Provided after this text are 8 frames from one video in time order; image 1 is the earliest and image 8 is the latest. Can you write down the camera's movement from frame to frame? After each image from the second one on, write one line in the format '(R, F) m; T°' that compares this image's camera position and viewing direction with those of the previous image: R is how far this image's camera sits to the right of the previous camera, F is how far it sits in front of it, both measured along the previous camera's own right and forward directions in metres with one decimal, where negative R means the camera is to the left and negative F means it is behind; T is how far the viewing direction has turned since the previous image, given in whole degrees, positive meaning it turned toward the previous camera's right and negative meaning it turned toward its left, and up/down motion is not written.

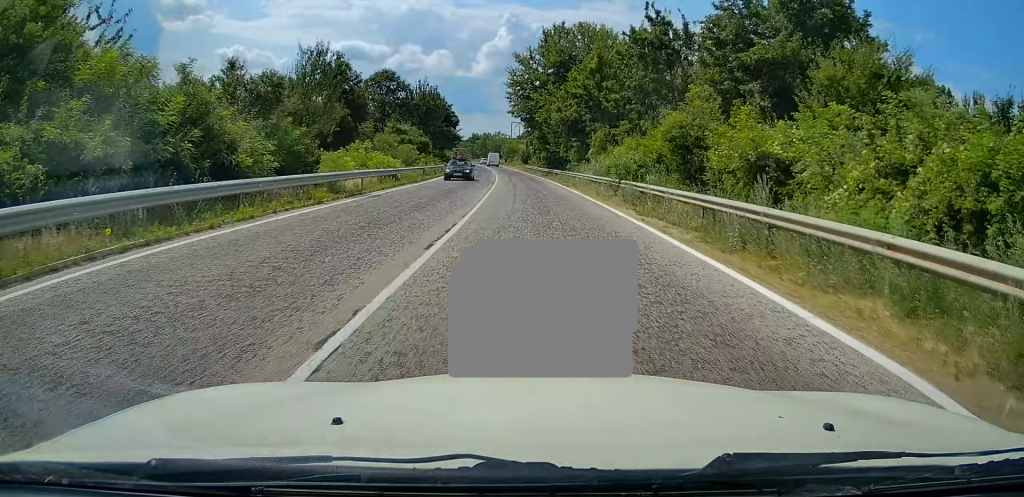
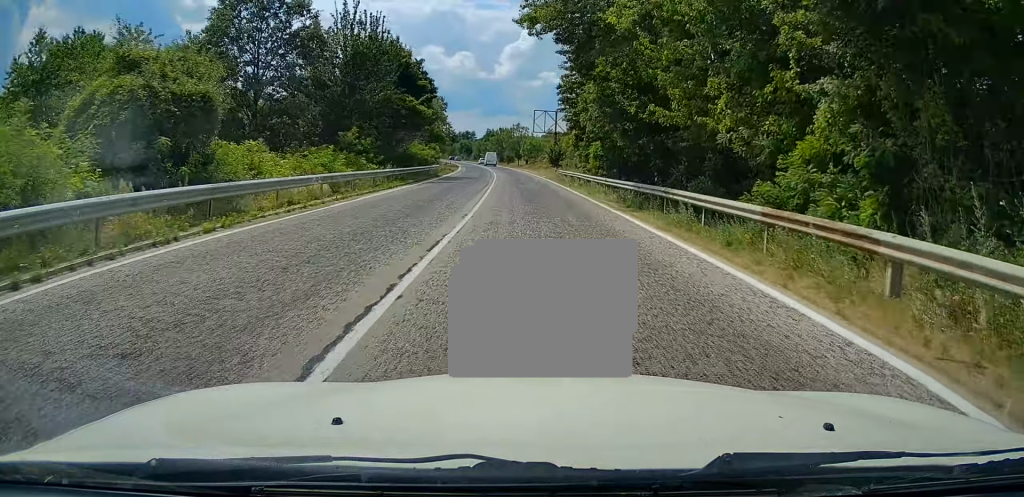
(-1.3, +41.3) m; -2°
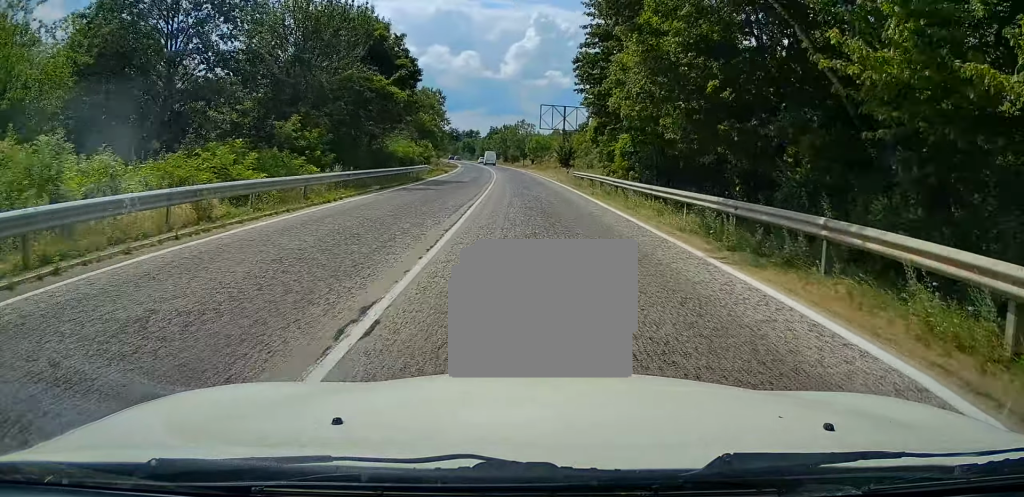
(0.0, +9.7) m; 0°
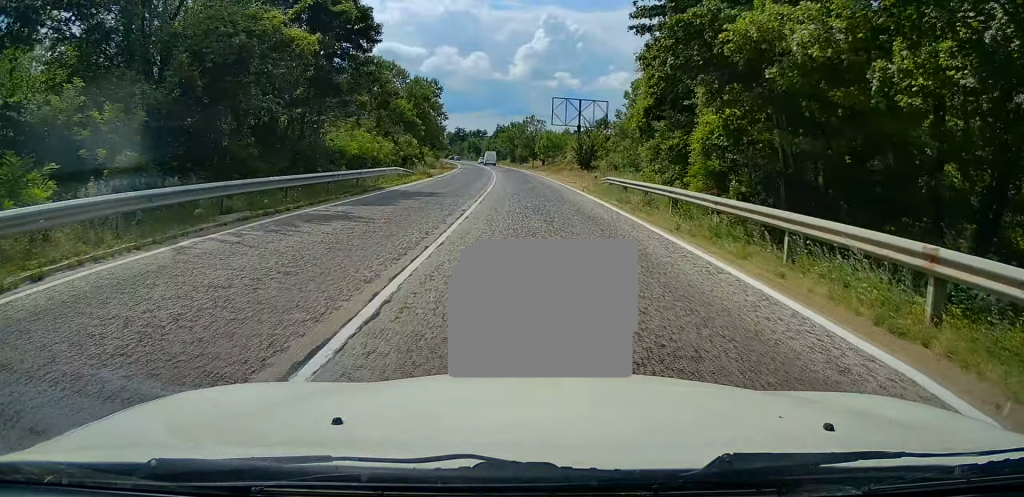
(0.0, +13.7) m; -1°
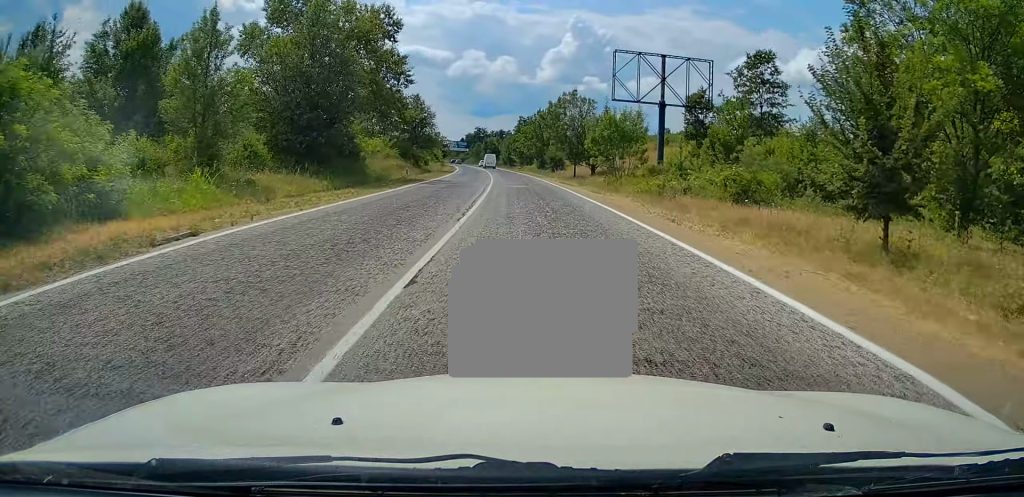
(-1.3, +42.9) m; -3°
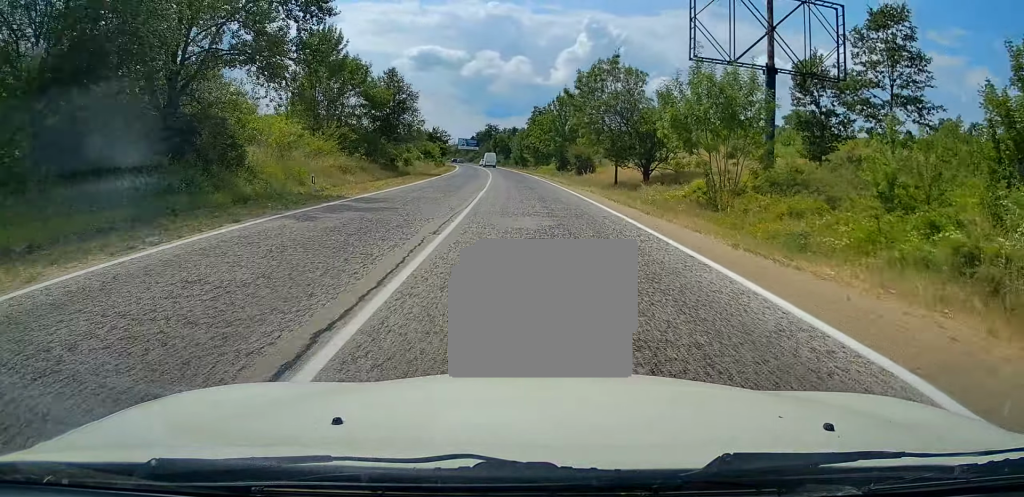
(-0.2, +21.0) m; -1°
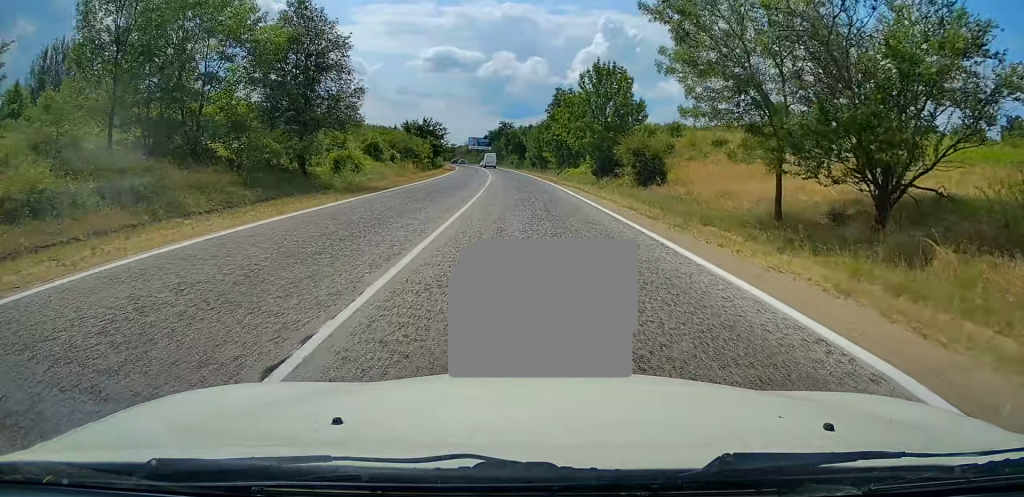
(-0.2, +26.0) m; -1°
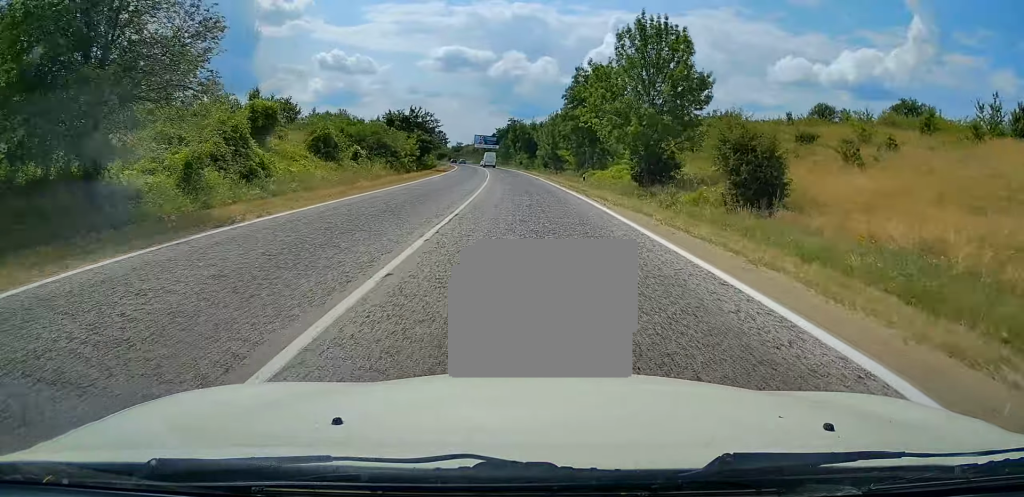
(-0.2, +16.3) m; -1°
